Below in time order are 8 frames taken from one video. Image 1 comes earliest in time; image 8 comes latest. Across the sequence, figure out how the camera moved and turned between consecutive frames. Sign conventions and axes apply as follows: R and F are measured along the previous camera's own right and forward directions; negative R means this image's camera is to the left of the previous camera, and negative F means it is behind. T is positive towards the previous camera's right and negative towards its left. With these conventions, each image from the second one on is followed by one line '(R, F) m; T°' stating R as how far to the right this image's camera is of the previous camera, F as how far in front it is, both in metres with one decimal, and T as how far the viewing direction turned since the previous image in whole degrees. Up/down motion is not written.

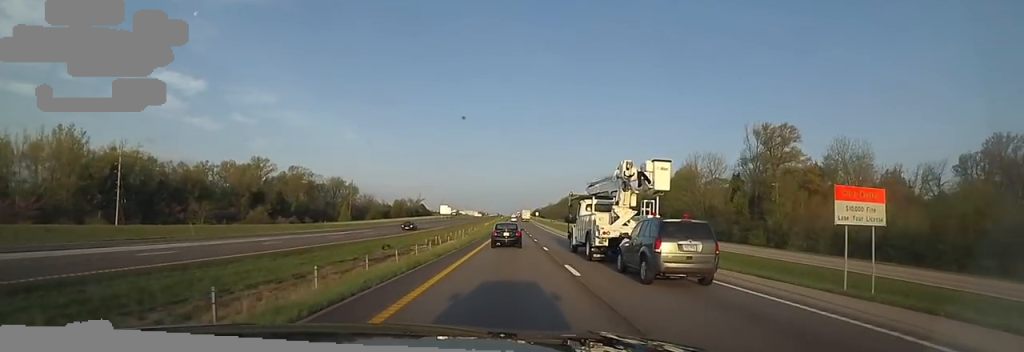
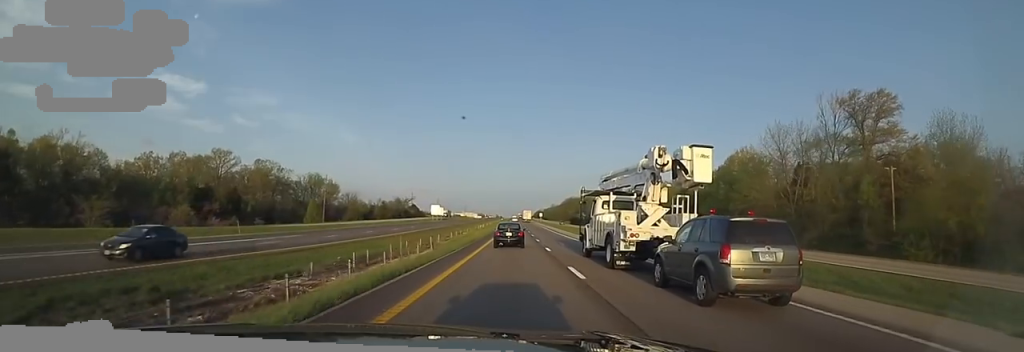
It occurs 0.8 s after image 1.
(+0.1, +24.0) m; -1°
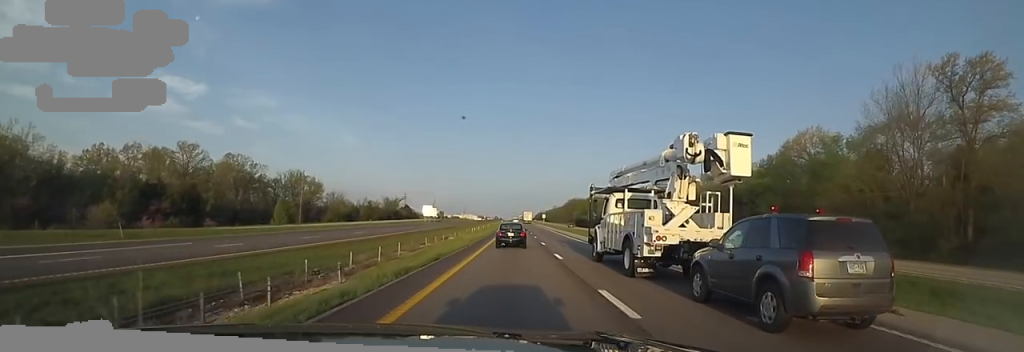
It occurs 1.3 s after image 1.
(-0.2, +16.7) m; -1°
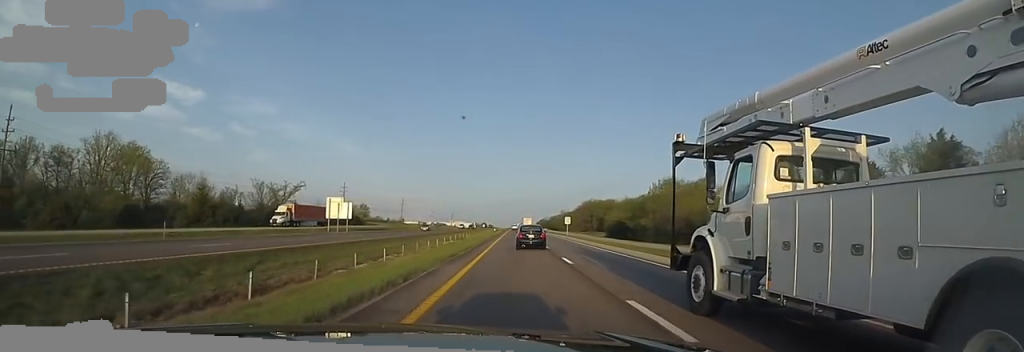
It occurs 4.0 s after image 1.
(-0.2, +86.5) m; +1°
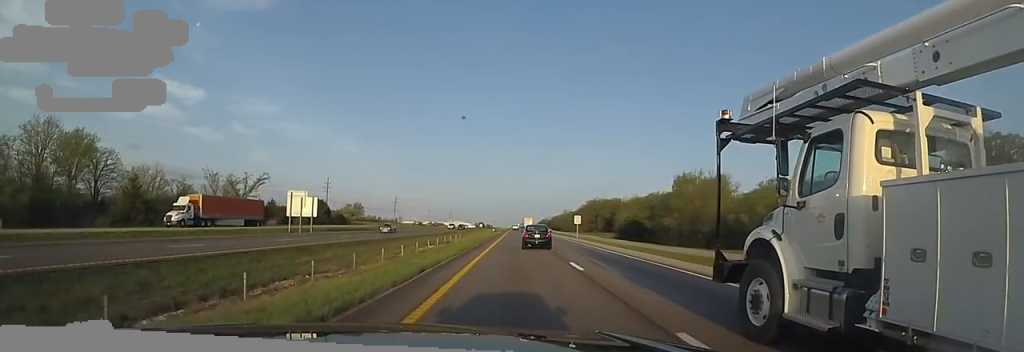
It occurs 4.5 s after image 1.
(-0.1, +15.3) m; 0°
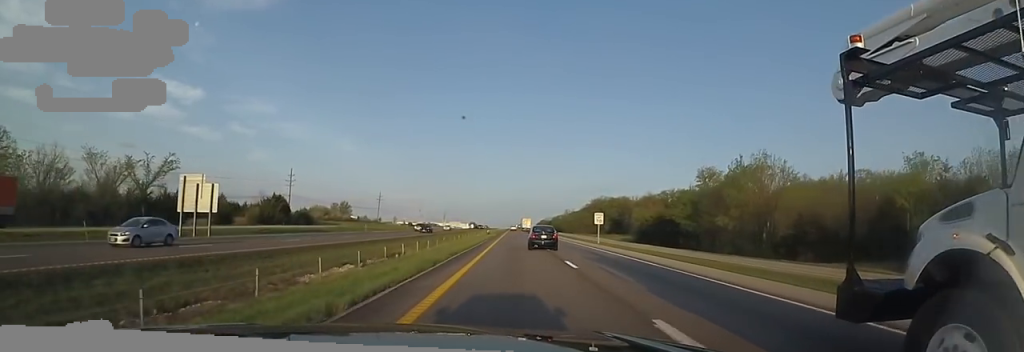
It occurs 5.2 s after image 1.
(+0.4, +24.3) m; +1°
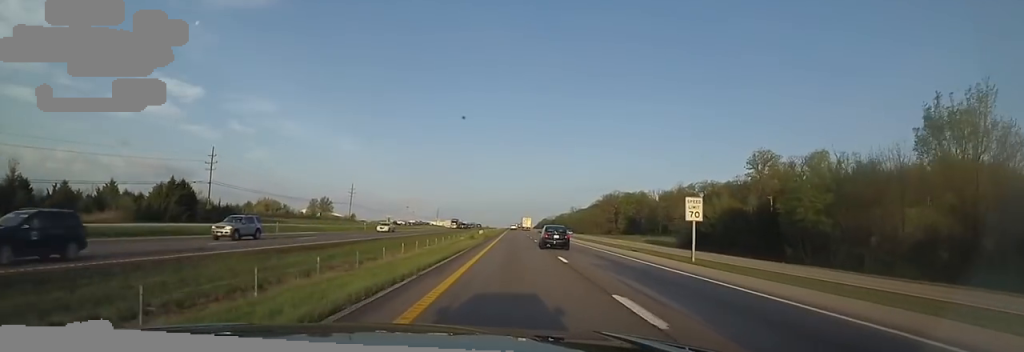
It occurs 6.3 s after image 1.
(+0.4, +34.7) m; 0°
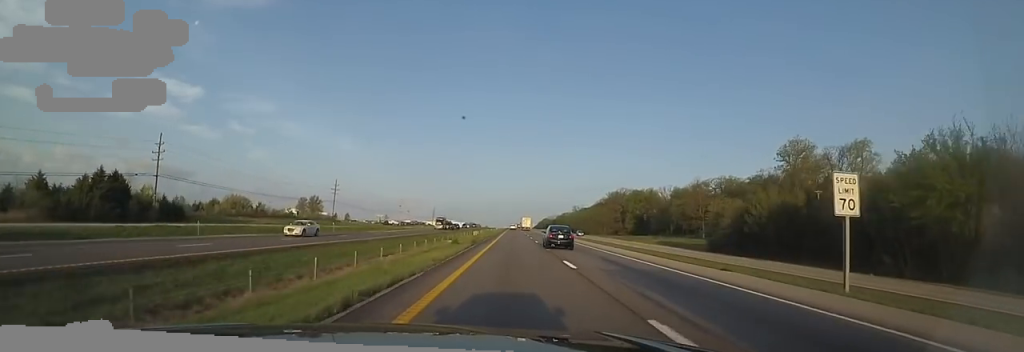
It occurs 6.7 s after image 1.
(0.0, +15.0) m; -1°
